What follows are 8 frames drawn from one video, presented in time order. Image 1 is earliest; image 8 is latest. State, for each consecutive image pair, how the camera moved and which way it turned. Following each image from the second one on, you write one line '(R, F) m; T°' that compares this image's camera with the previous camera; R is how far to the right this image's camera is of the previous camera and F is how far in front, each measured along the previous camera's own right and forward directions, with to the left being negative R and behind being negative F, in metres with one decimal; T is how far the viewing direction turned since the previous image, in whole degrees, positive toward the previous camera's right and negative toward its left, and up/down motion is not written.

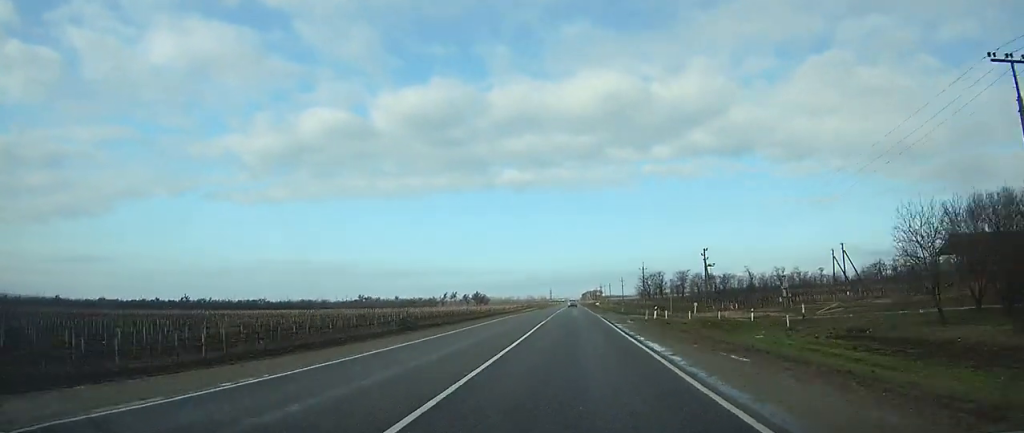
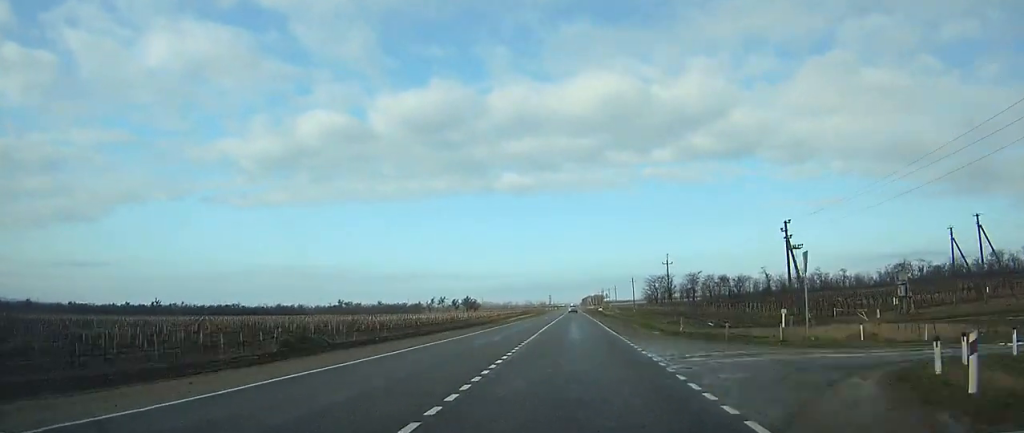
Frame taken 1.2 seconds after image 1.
(+0.1, +30.1) m; 0°
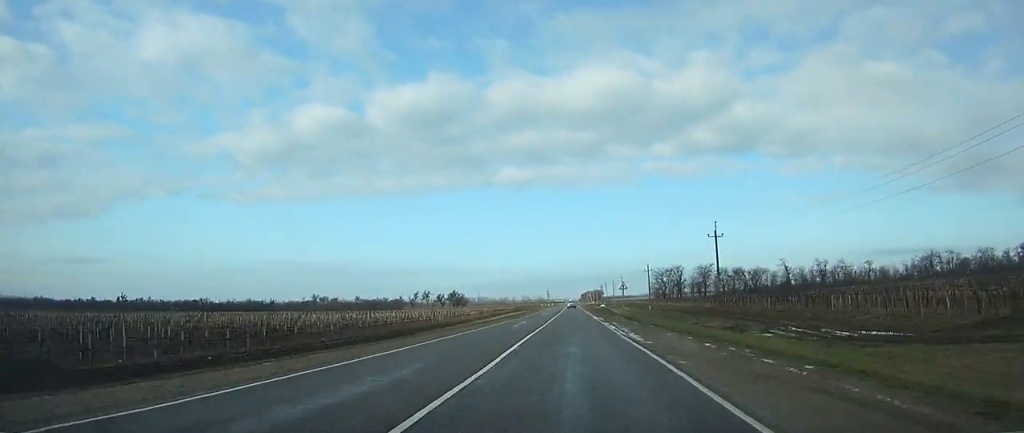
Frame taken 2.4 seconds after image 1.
(0.0, +30.2) m; 0°
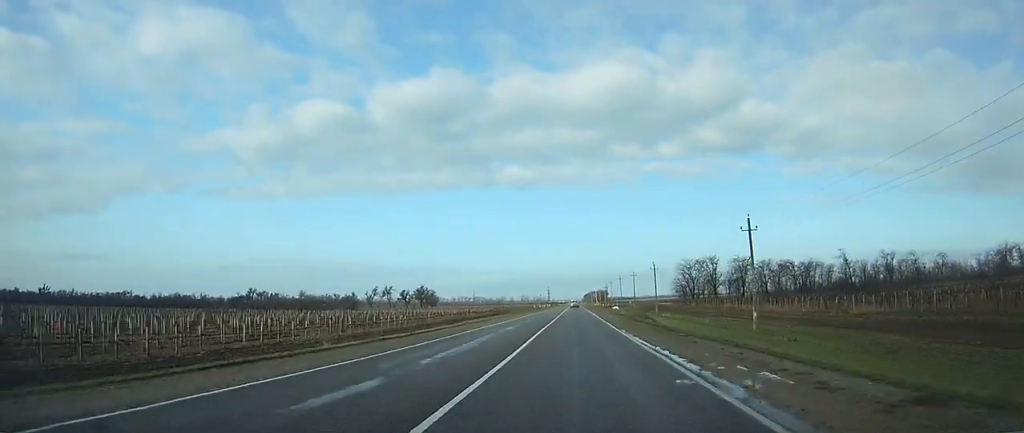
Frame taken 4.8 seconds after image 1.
(0.0, +60.5) m; 0°
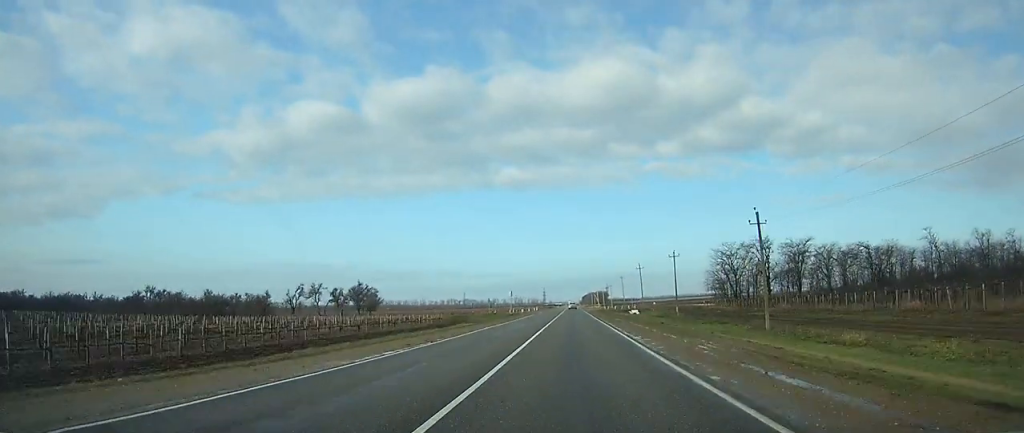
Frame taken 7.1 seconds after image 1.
(0.0, +59.2) m; 0°
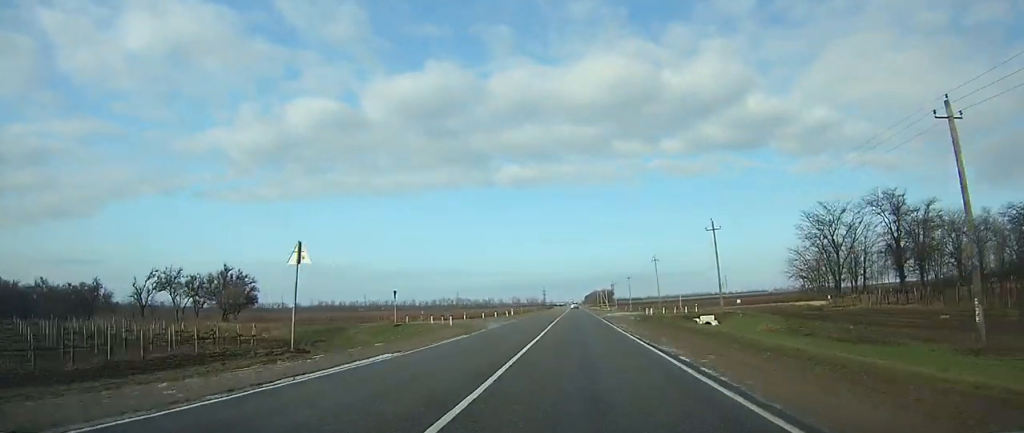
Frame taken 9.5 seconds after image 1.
(0.0, +61.0) m; 0°
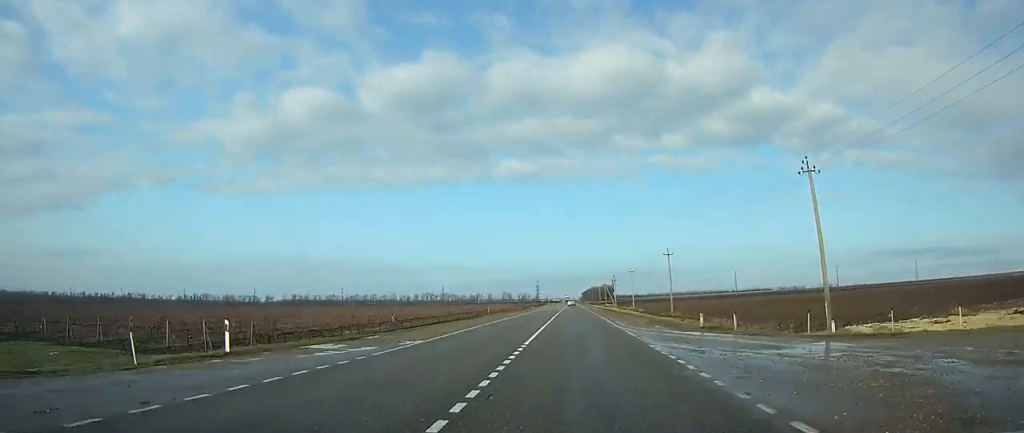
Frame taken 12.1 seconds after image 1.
(0.0, +66.1) m; 0°
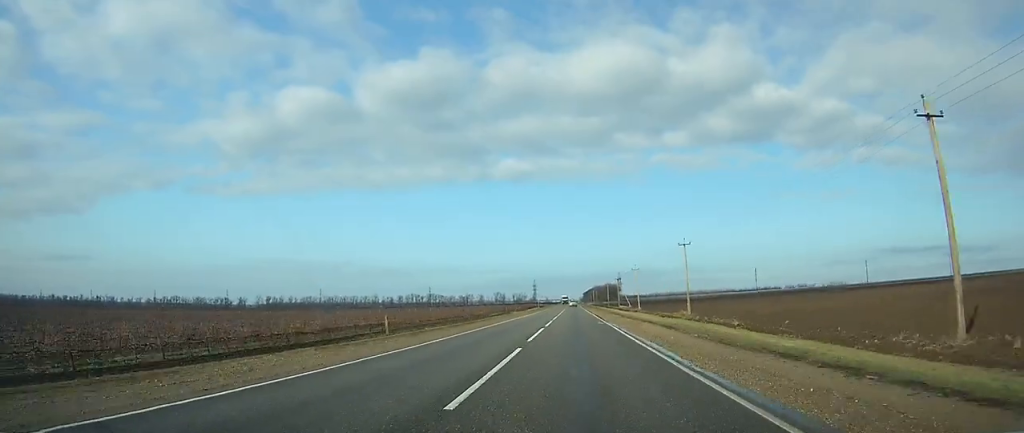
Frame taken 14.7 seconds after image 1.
(+0.1, +64.3) m; 0°
